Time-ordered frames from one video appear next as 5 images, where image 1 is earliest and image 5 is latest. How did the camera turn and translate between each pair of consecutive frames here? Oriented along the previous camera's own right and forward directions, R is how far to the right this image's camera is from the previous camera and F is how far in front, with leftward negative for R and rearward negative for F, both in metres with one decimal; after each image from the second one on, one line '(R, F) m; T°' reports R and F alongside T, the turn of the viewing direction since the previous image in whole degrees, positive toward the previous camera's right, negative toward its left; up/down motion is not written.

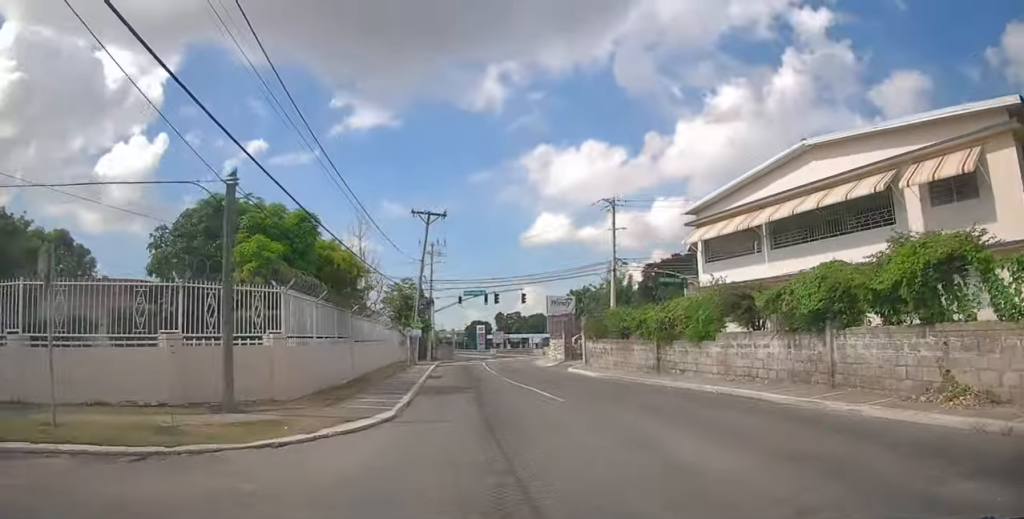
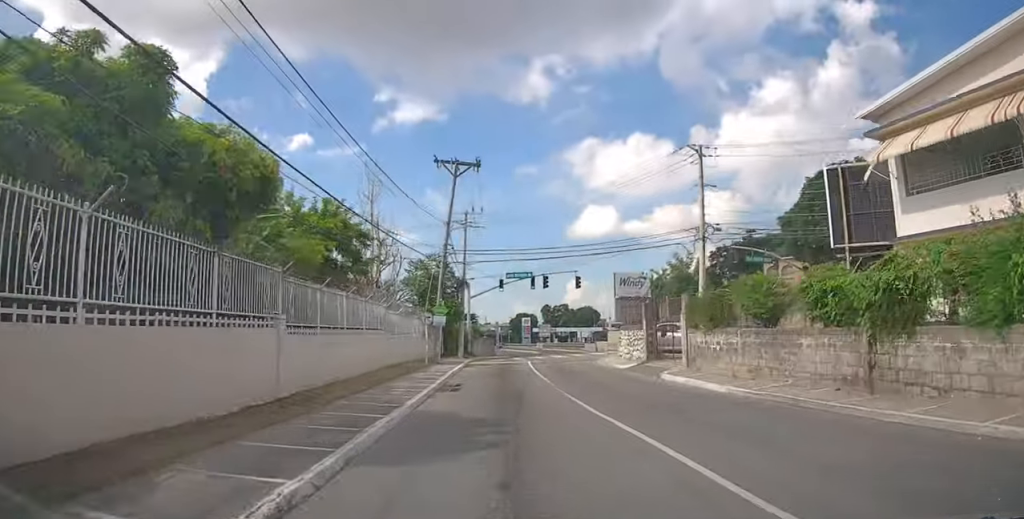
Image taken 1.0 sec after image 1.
(-0.3, +10.3) m; -5°
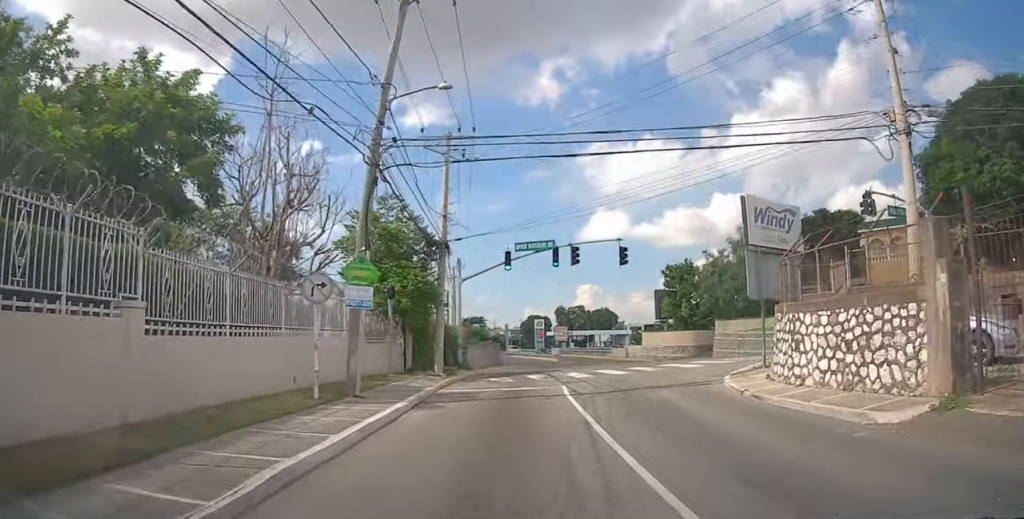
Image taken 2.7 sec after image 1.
(-1.0, +16.4) m; -5°
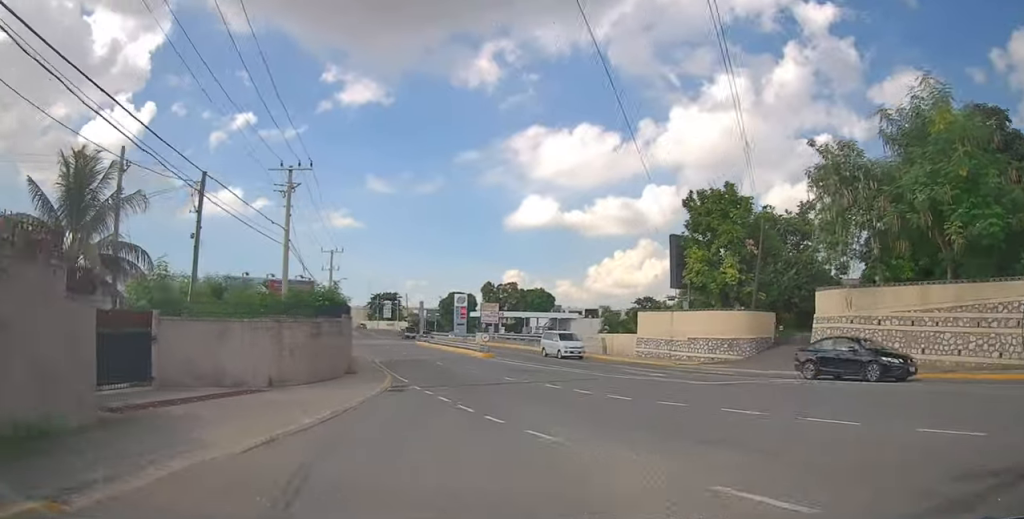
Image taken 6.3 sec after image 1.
(+1.2, +30.8) m; +8°
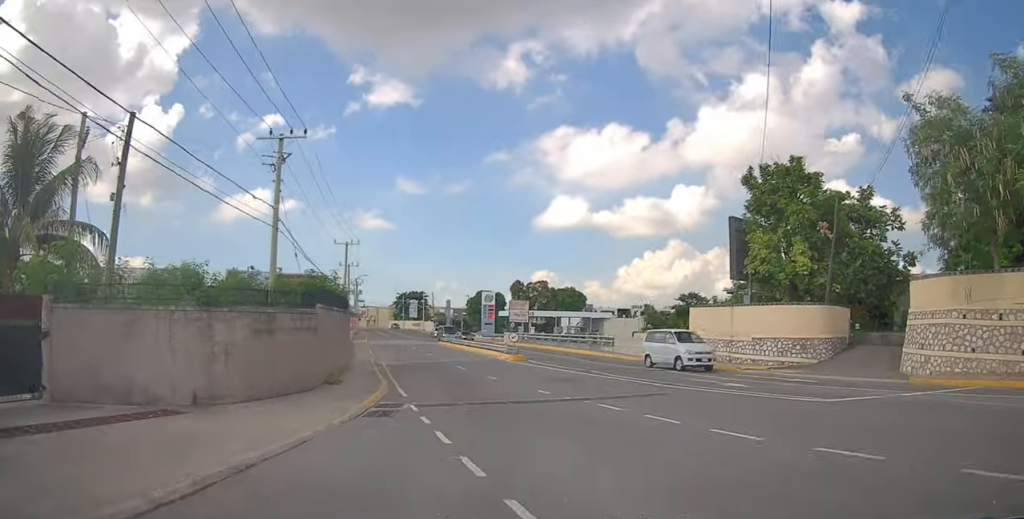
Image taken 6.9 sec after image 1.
(0.0, +5.1) m; -1°
